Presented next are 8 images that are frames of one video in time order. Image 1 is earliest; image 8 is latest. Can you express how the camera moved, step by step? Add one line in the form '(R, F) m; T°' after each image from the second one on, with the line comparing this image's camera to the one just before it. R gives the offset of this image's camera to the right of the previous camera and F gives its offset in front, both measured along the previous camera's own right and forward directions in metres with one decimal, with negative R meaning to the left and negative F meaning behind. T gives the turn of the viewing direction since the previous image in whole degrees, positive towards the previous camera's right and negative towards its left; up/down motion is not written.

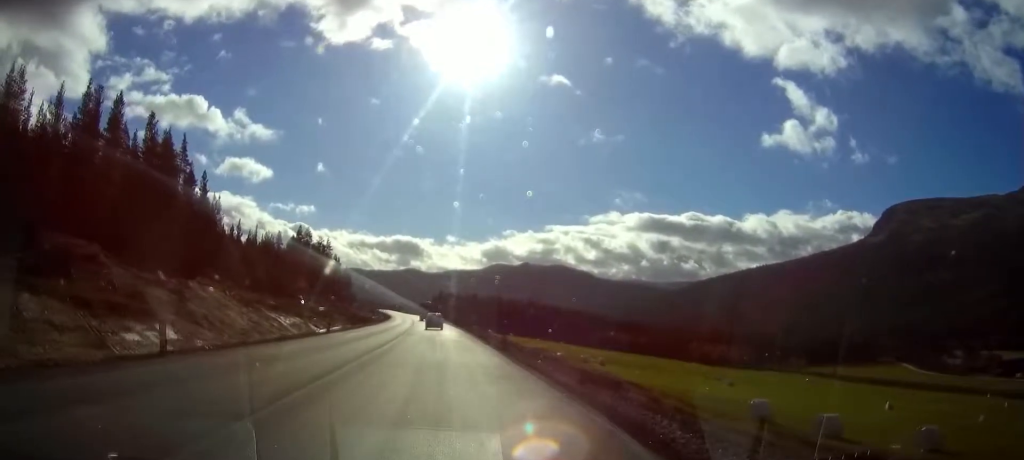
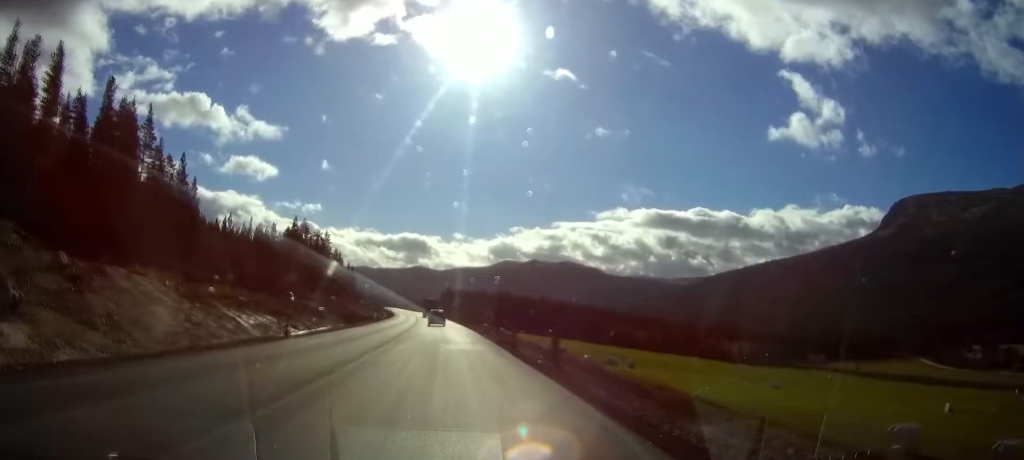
(-0.1, +13.9) m; -1°
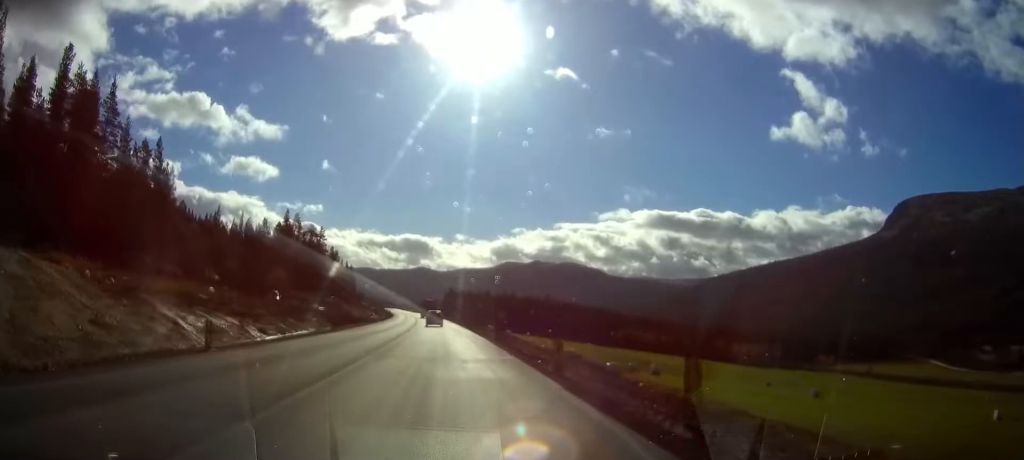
(0.0, +11.2) m; 0°
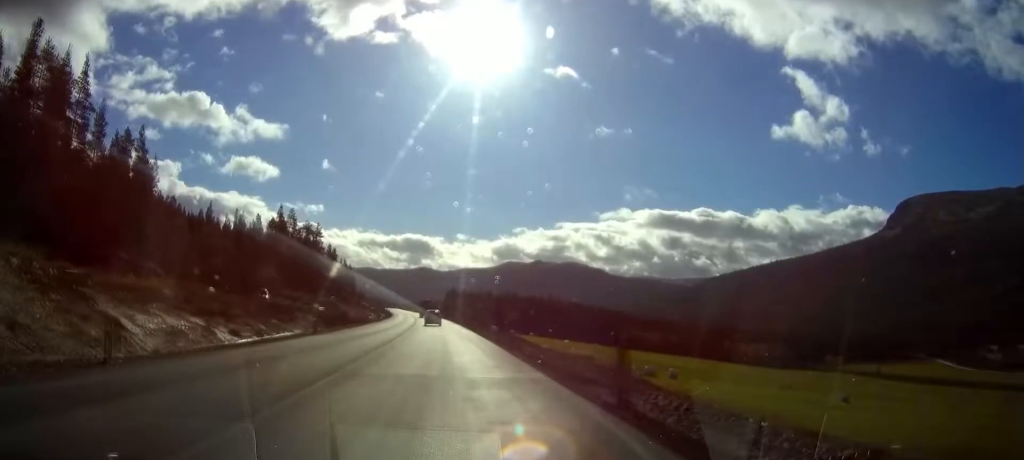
(0.0, +6.8) m; 0°
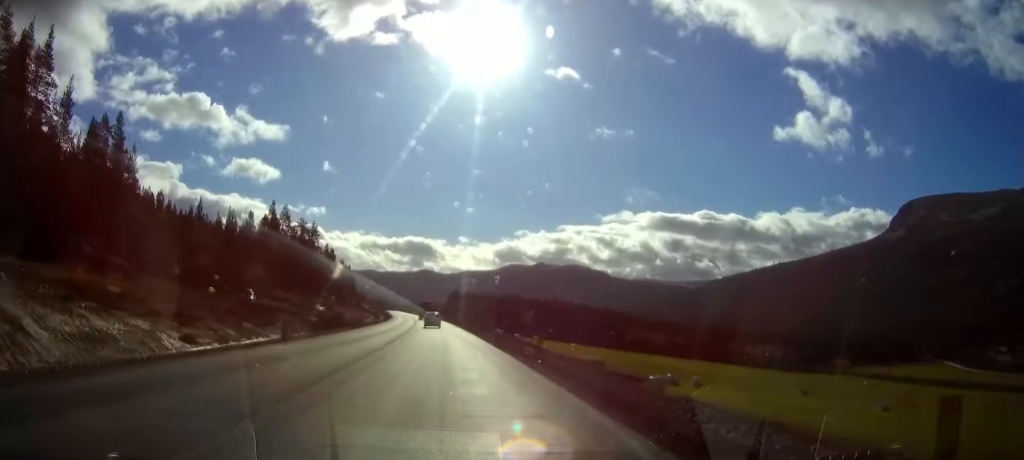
(0.0, +8.4) m; -1°
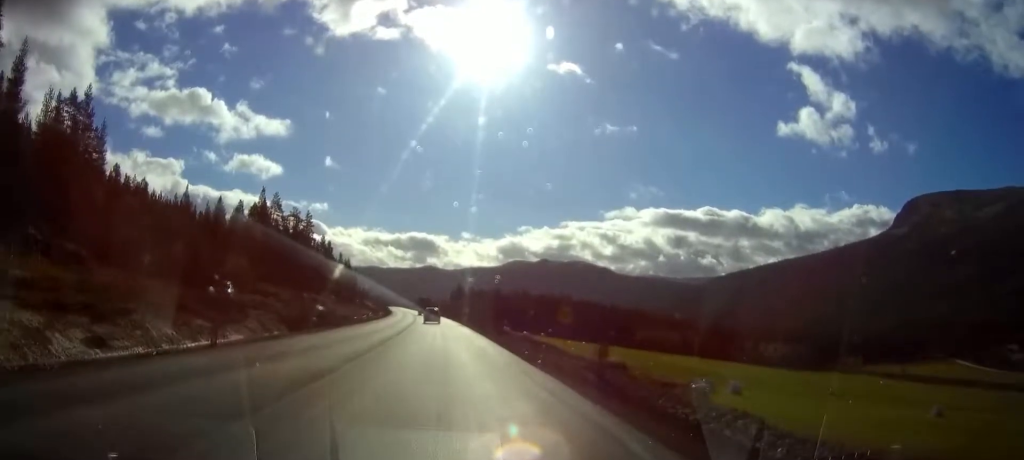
(0.0, +9.9) m; -1°
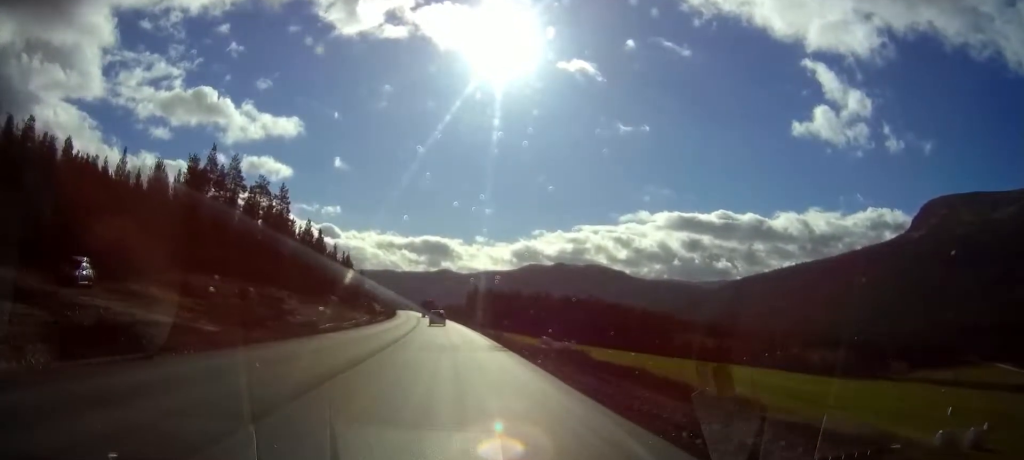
(-0.6, +35.3) m; -1°
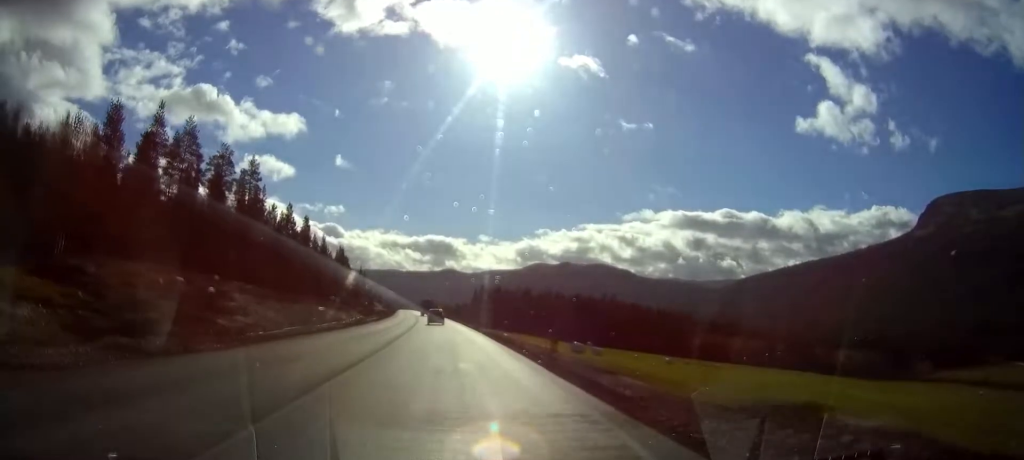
(-0.1, +20.1) m; 0°
